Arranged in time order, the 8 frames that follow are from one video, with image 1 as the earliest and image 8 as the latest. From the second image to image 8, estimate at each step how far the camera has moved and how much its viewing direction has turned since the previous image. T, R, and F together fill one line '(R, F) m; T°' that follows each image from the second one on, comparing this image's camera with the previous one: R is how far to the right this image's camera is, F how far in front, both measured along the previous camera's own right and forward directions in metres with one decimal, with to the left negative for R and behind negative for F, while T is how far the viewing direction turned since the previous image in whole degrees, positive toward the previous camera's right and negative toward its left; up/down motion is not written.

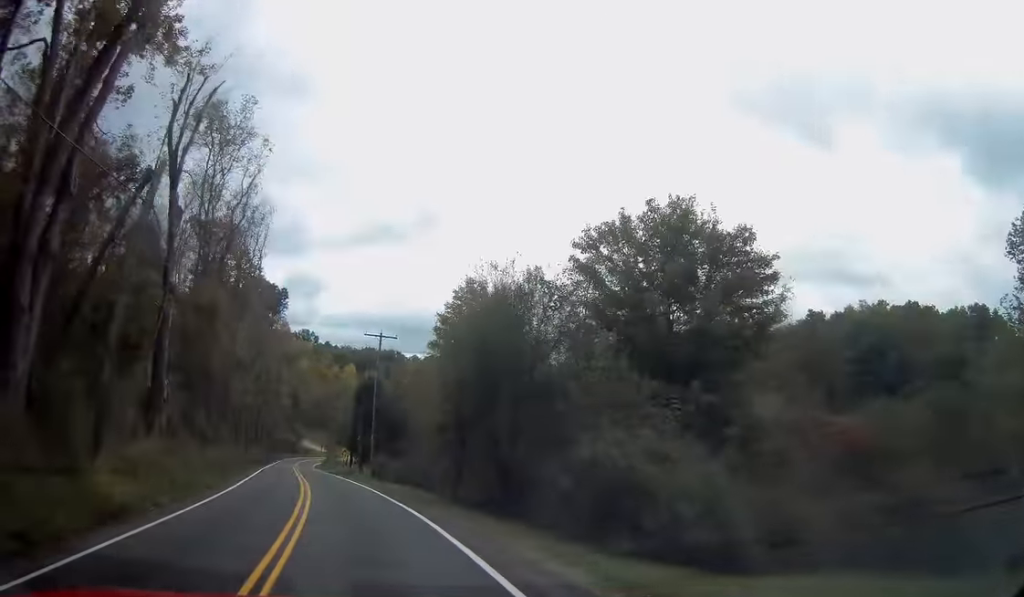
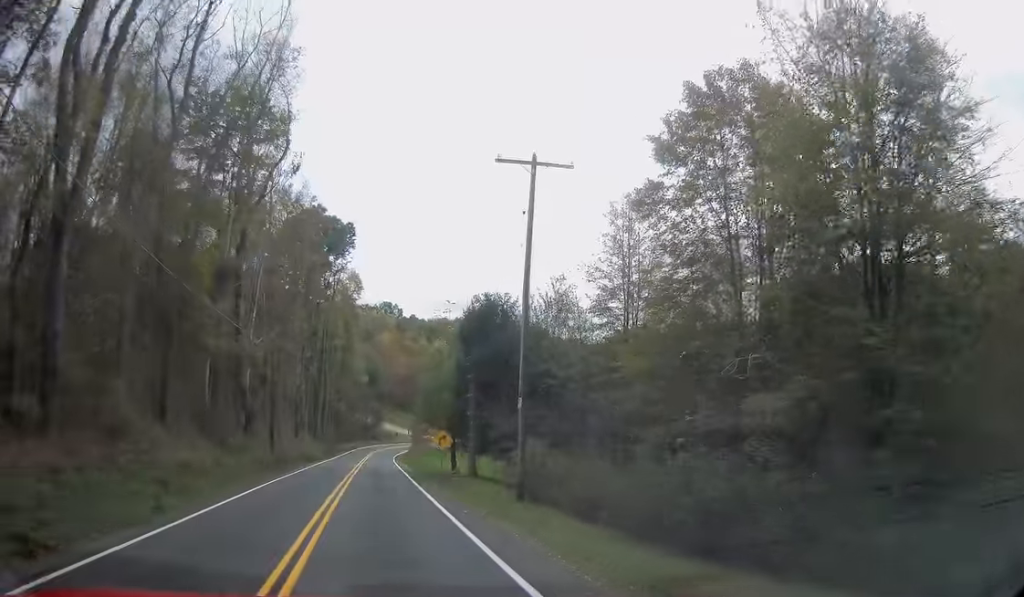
(-2.1, +28.4) m; -8°
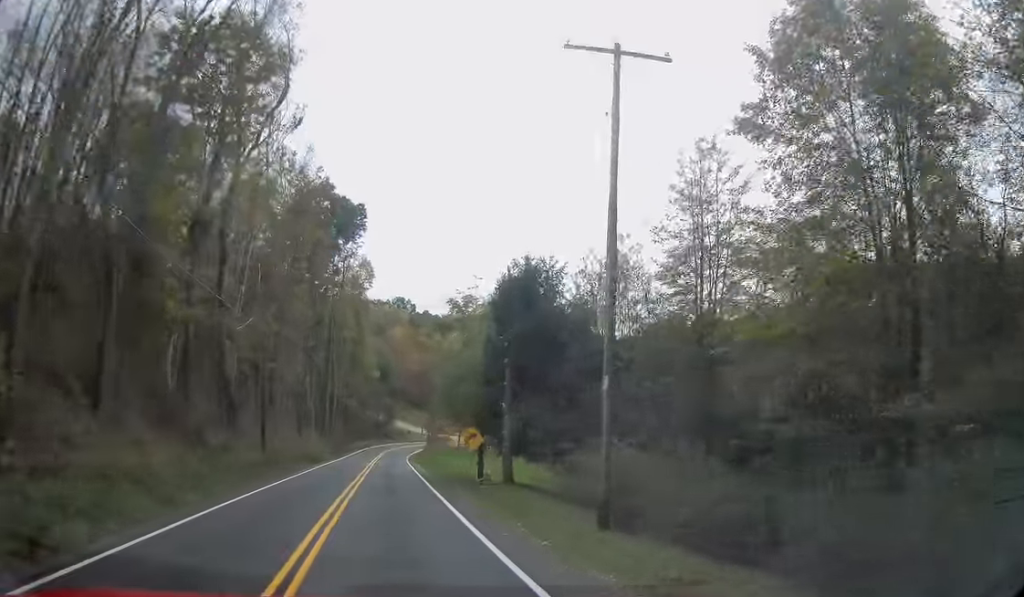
(-0.1, +7.2) m; -1°
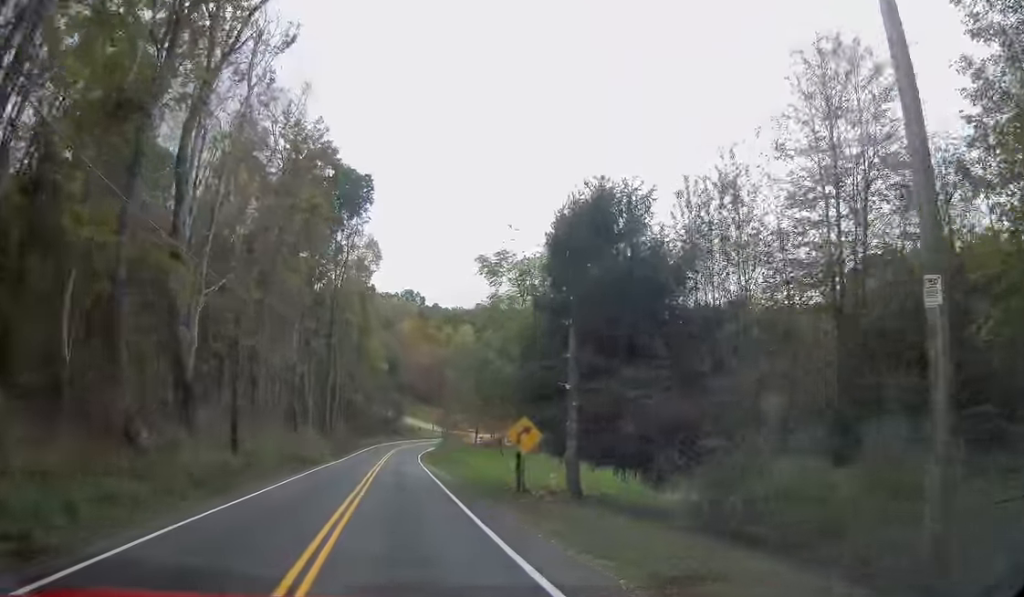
(-0.3, +9.0) m; -2°
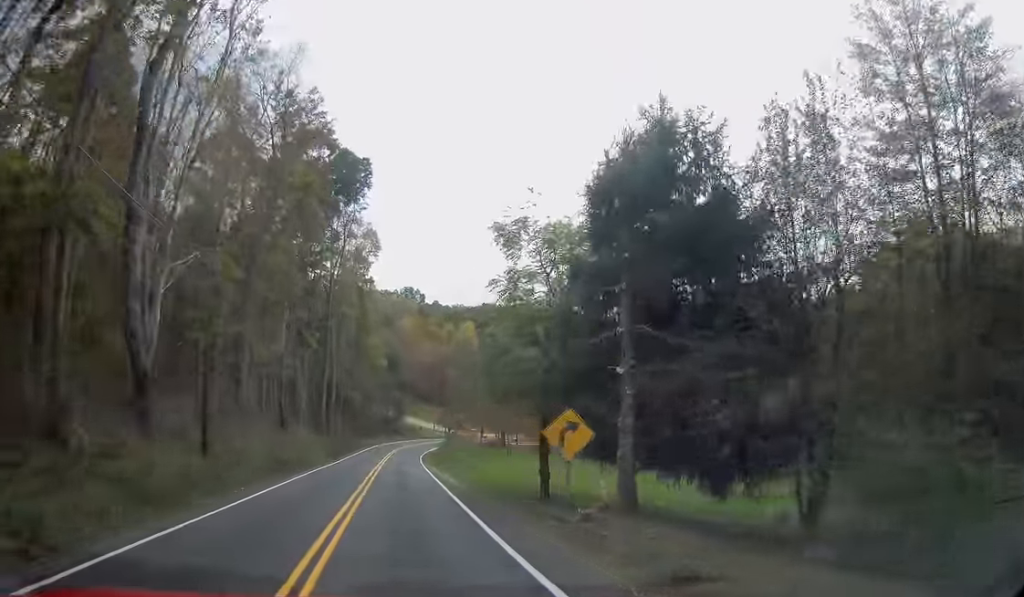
(+0.1, +4.4) m; 0°
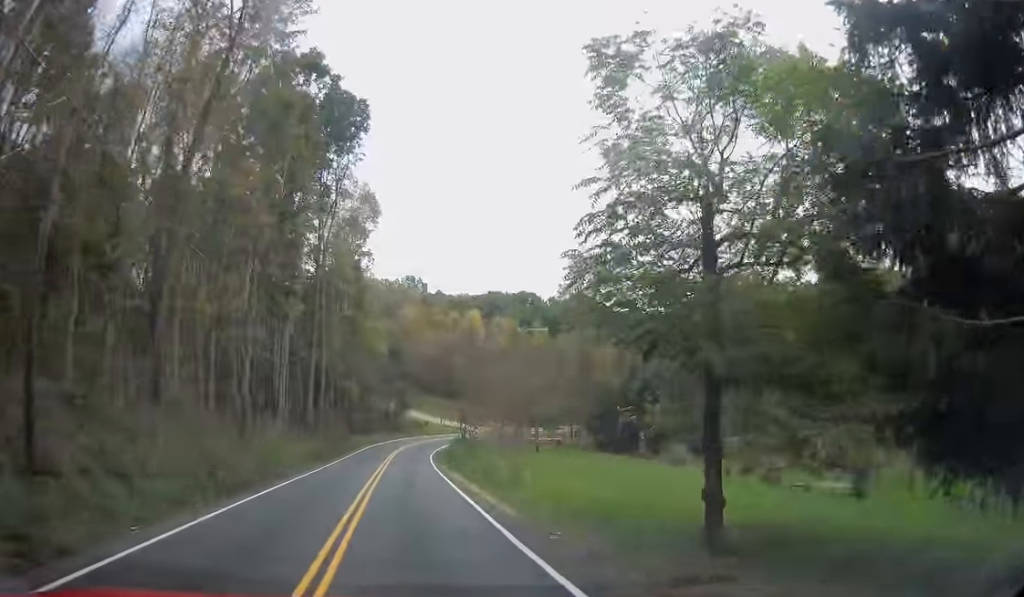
(-0.2, +11.9) m; 0°
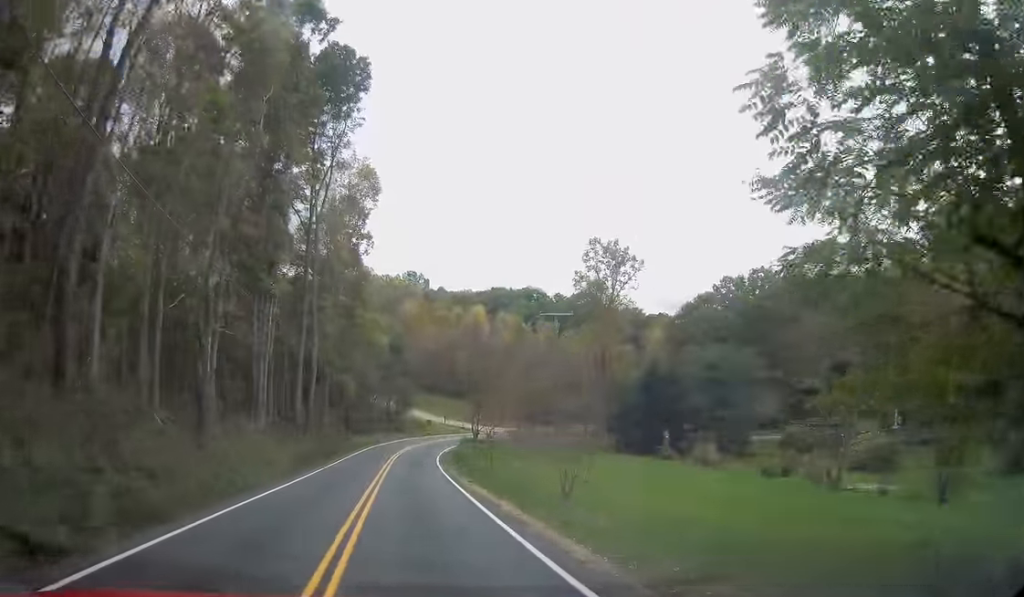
(+0.1, +6.8) m; 0°
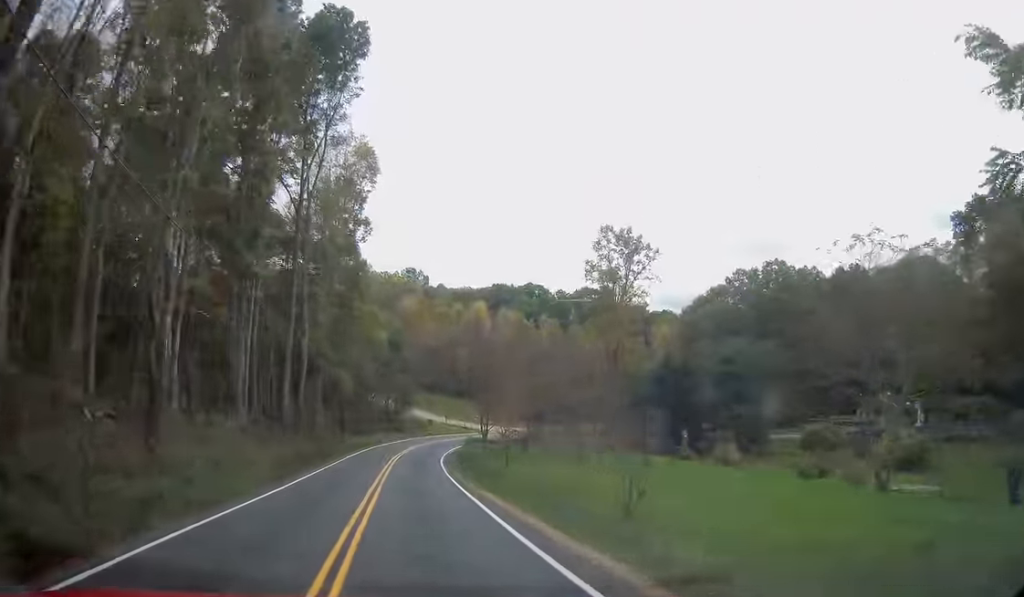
(+0.1, +4.9) m; 0°
